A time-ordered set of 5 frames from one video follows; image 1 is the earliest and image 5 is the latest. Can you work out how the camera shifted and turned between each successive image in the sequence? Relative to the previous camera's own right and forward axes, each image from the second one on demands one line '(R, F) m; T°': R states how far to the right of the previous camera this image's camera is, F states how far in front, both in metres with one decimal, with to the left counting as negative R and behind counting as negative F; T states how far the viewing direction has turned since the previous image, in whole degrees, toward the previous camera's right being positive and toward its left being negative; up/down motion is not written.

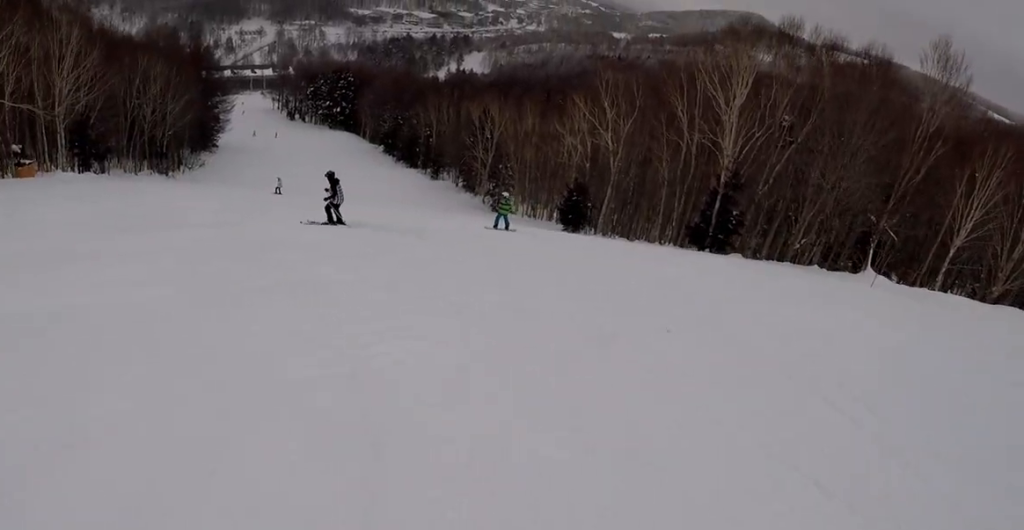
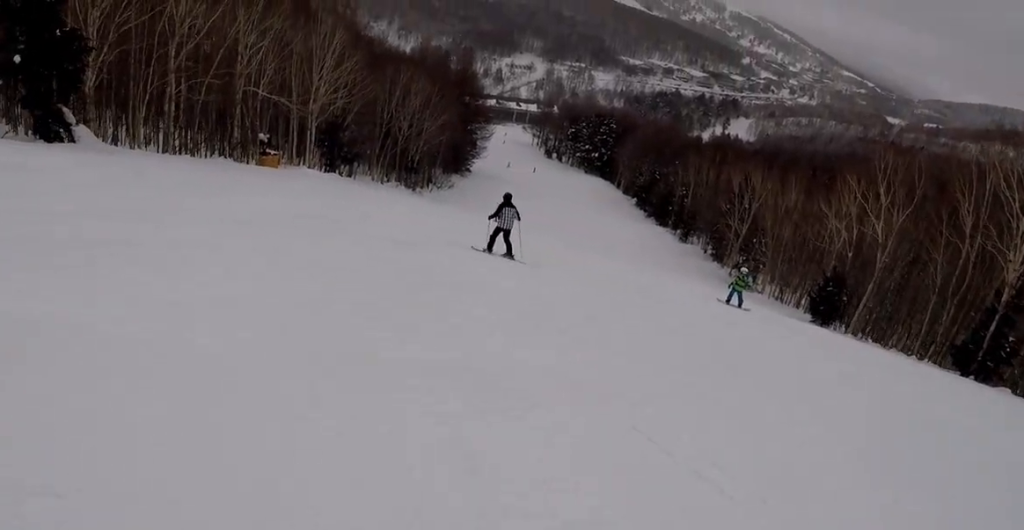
(-0.8, +2.7) m; -8°
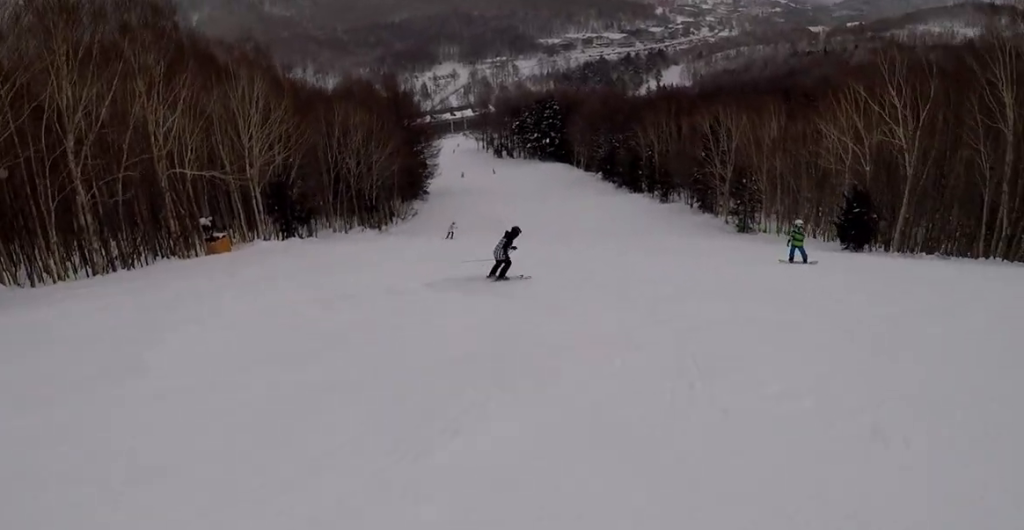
(+0.9, +5.7) m; +24°
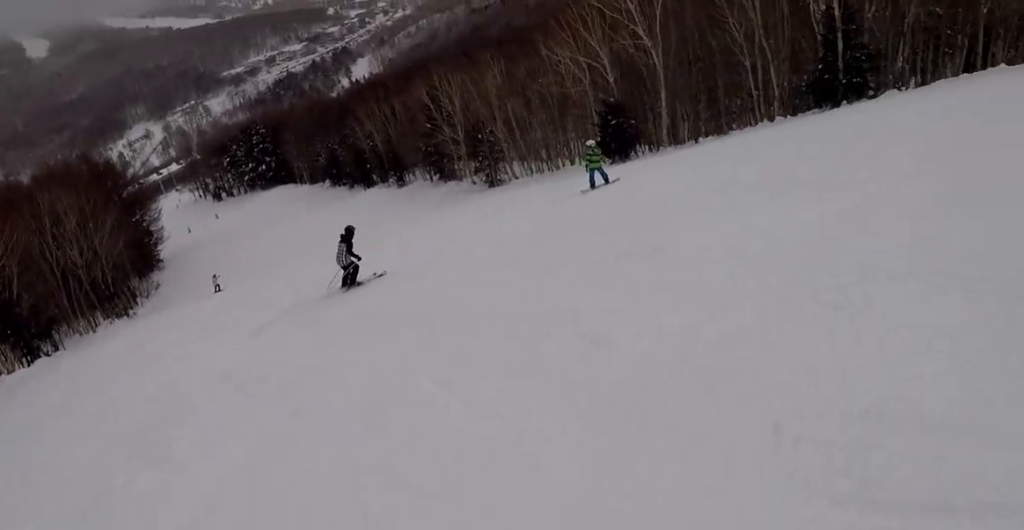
(+0.6, +4.1) m; +18°
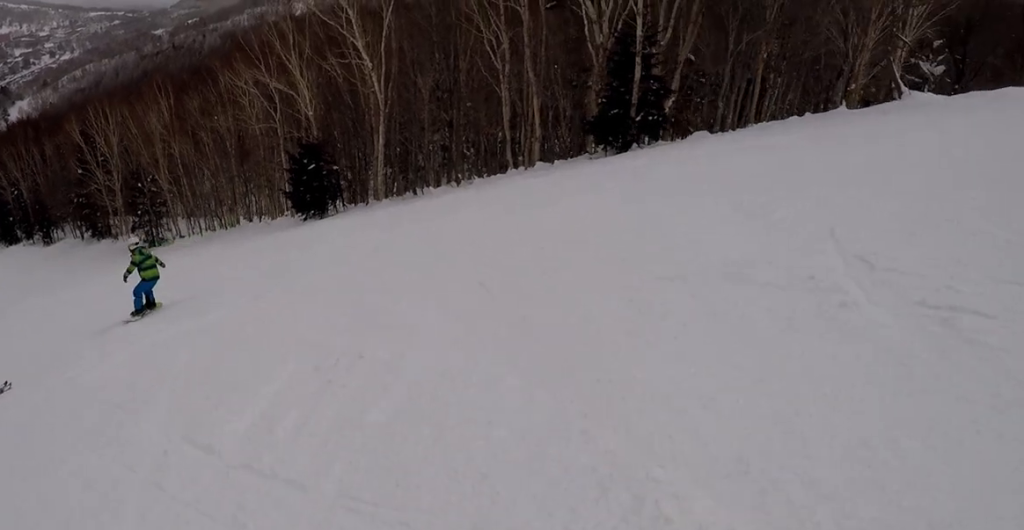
(+2.4, +8.7) m; +38°
